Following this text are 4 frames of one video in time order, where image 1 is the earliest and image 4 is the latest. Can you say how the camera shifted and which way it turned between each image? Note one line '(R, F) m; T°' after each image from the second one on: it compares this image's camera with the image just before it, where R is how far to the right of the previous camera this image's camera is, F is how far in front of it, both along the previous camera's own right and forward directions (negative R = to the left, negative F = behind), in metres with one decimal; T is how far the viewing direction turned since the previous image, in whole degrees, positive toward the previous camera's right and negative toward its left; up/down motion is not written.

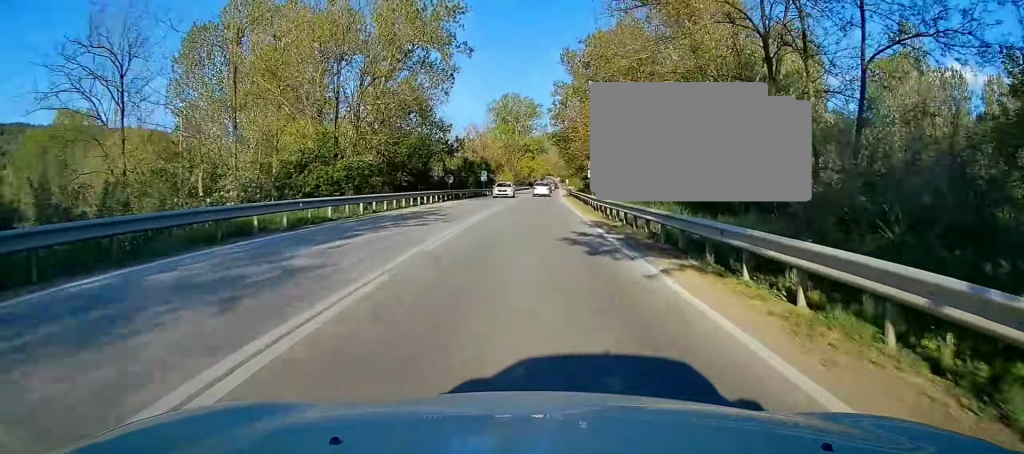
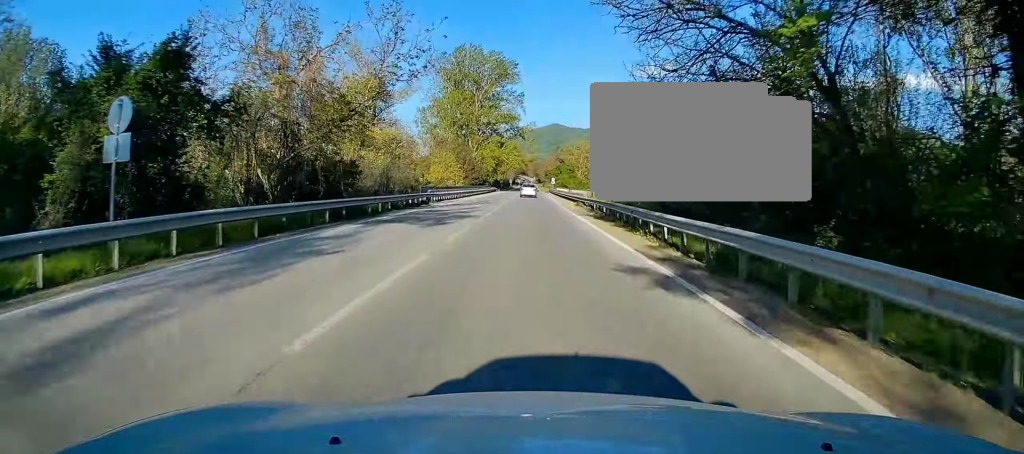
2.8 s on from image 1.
(+1.7, +69.1) m; +3°
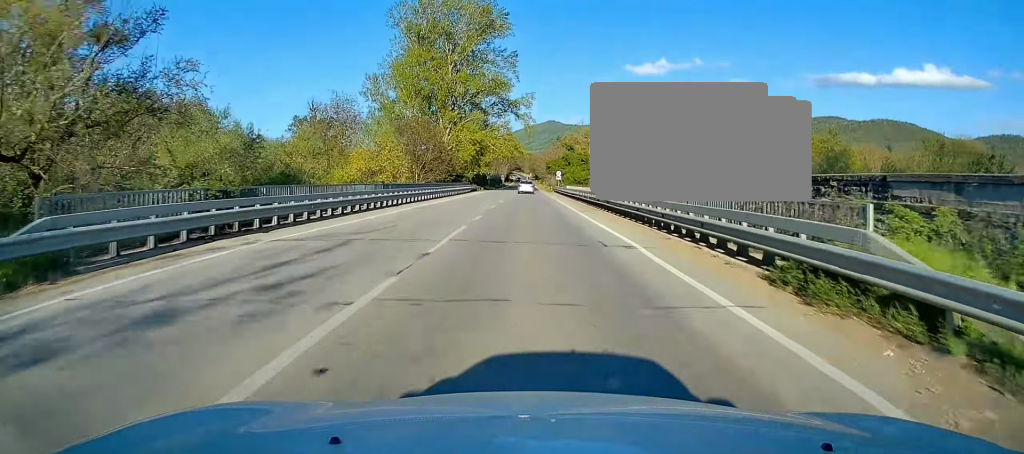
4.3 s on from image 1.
(+0.6, +37.8) m; +1°
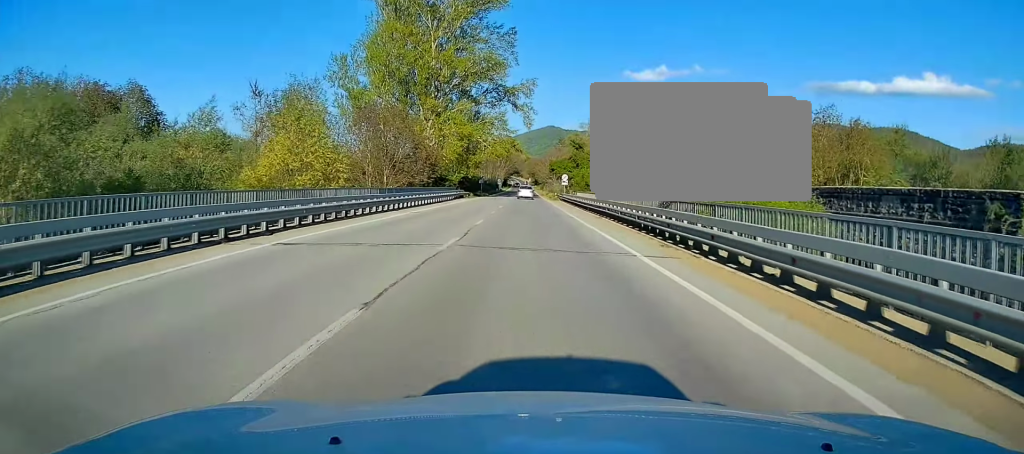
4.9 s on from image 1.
(0.0, +16.6) m; 0°
